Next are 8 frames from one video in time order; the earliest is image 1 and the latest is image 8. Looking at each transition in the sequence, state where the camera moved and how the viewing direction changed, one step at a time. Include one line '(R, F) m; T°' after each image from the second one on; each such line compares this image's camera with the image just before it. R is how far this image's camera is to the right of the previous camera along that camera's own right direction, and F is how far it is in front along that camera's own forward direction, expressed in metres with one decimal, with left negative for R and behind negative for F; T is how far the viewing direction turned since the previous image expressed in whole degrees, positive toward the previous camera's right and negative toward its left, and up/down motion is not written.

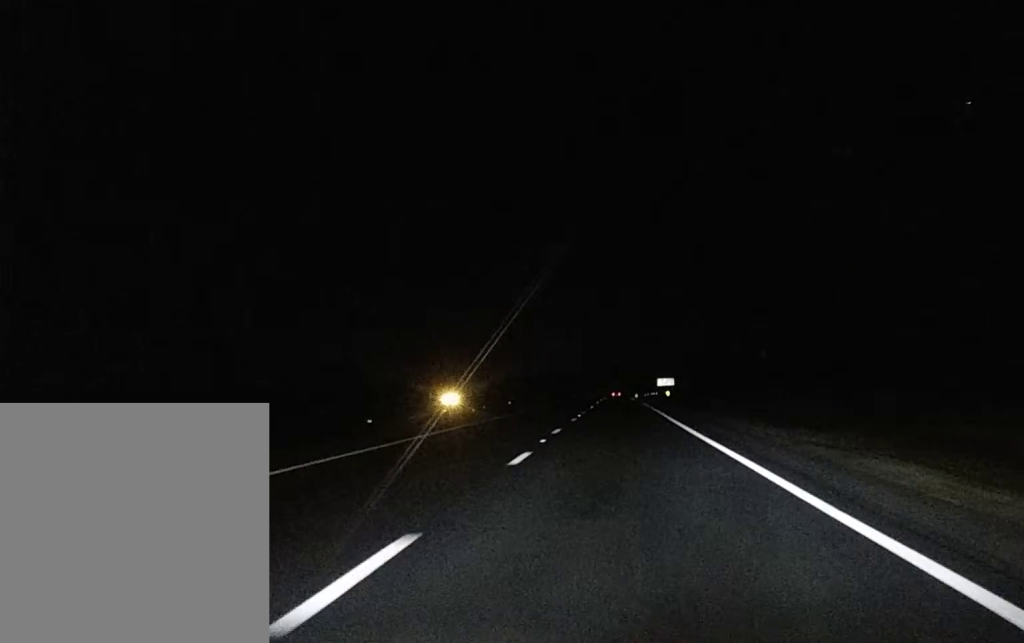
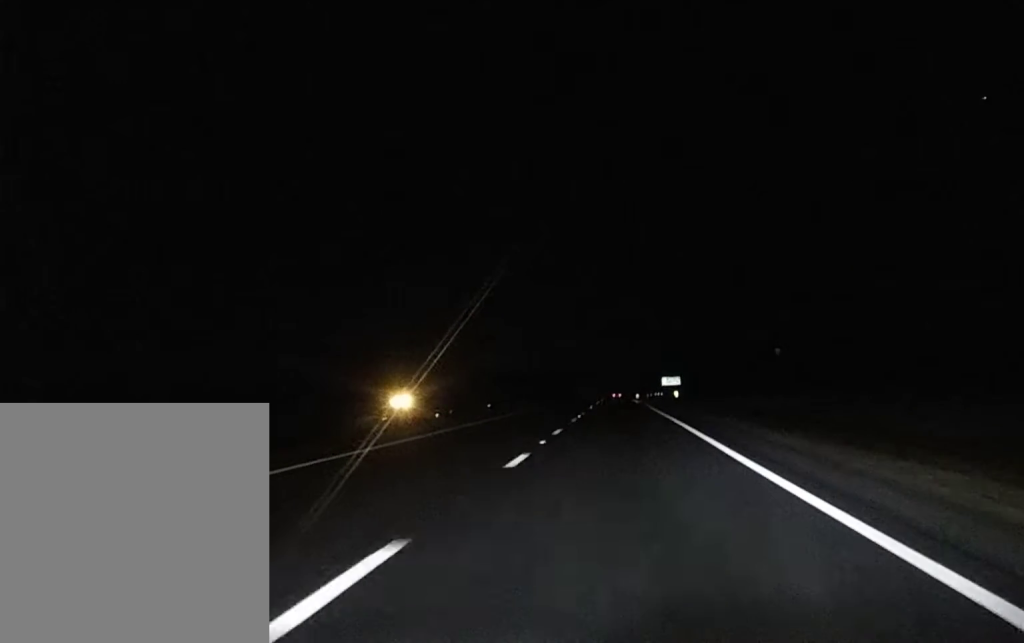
(0.0, +26.7) m; 0°
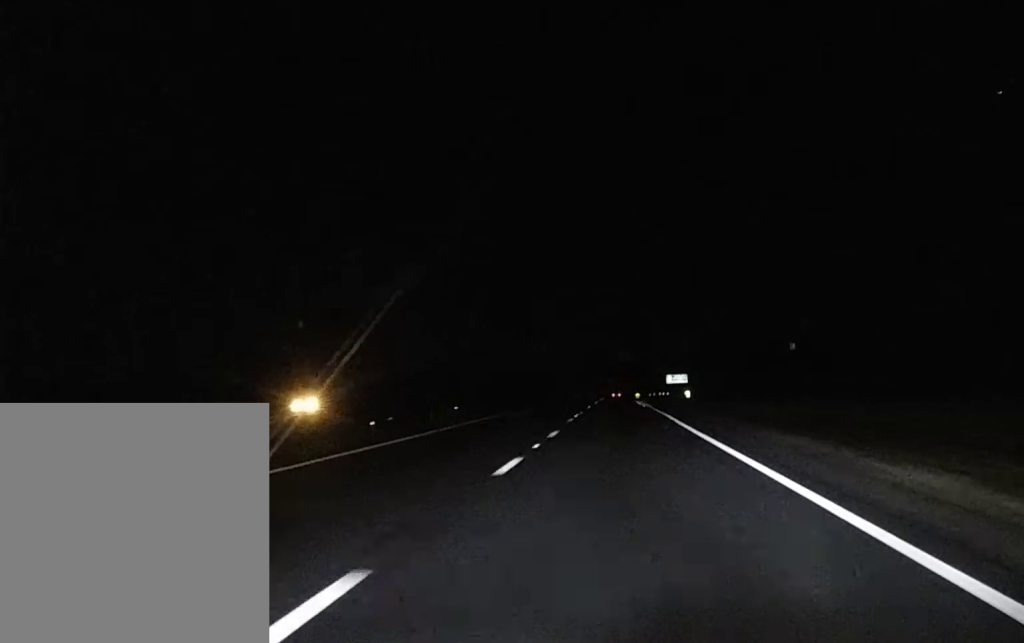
(0.0, +27.0) m; 0°
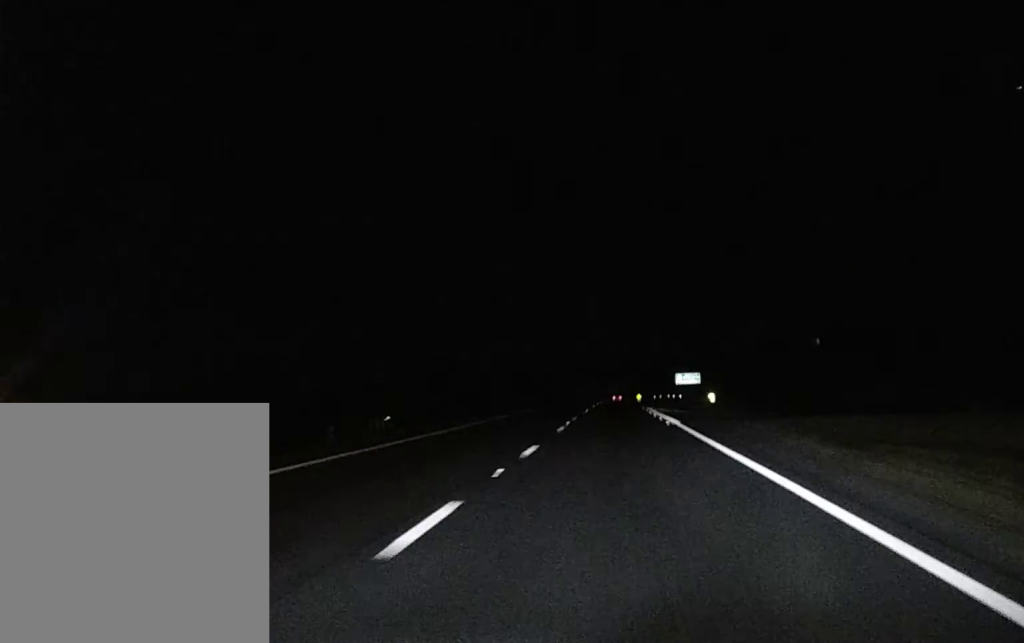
(0.0, +31.6) m; 0°
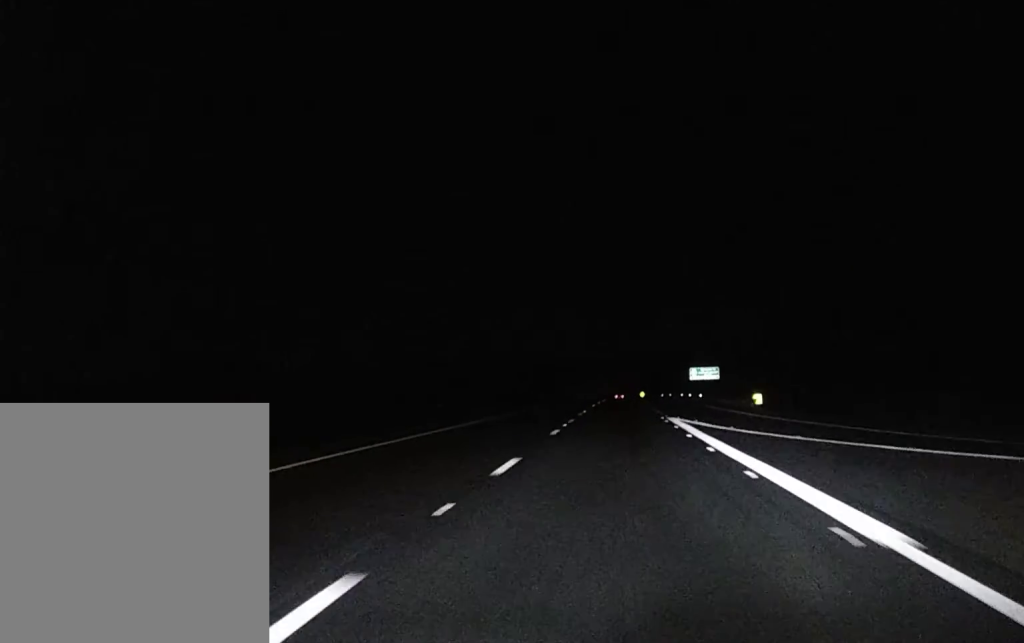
(+0.1, +30.3) m; 0°
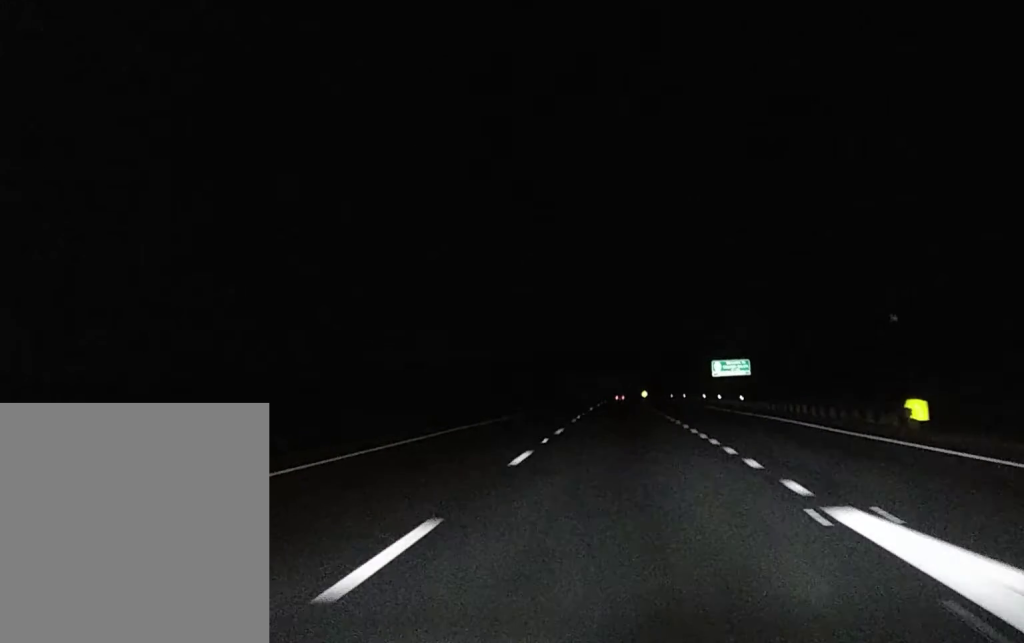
(-0.2, +33.5) m; 0°
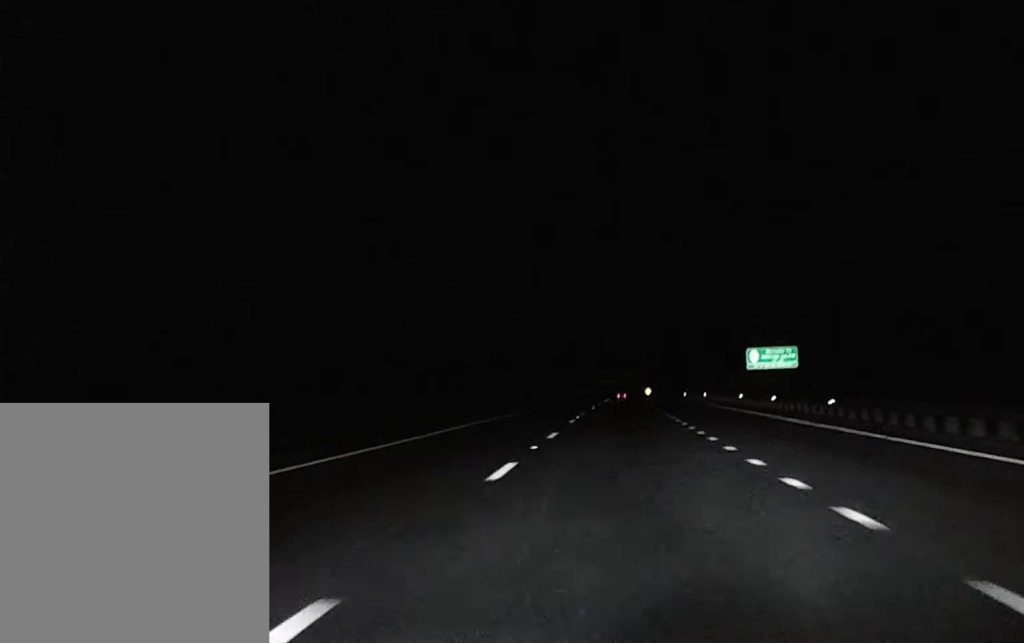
(0.0, +27.3) m; 0°
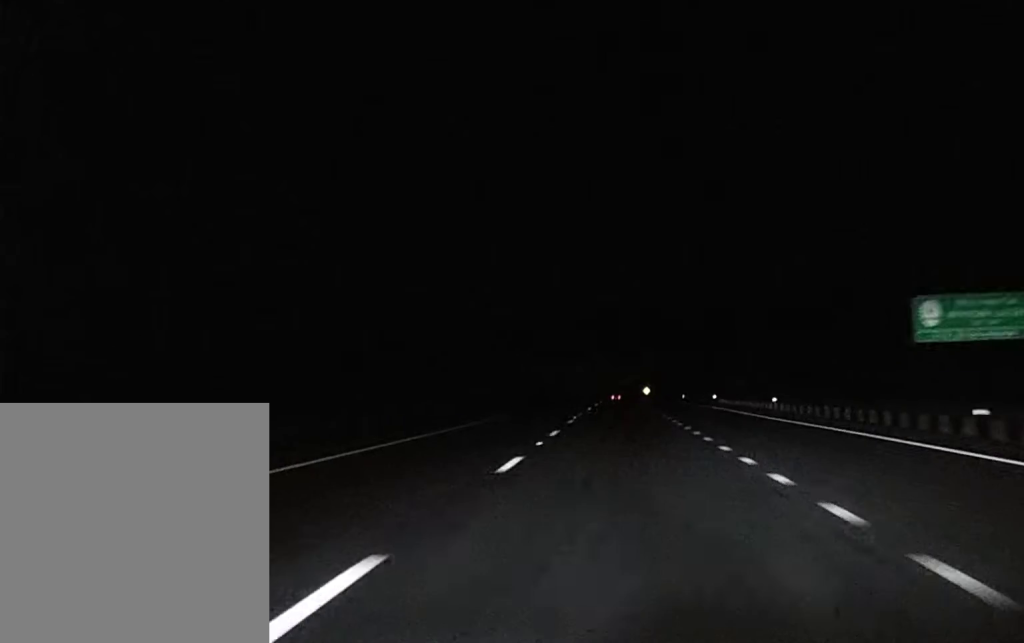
(+0.1, +49.8) m; 0°
